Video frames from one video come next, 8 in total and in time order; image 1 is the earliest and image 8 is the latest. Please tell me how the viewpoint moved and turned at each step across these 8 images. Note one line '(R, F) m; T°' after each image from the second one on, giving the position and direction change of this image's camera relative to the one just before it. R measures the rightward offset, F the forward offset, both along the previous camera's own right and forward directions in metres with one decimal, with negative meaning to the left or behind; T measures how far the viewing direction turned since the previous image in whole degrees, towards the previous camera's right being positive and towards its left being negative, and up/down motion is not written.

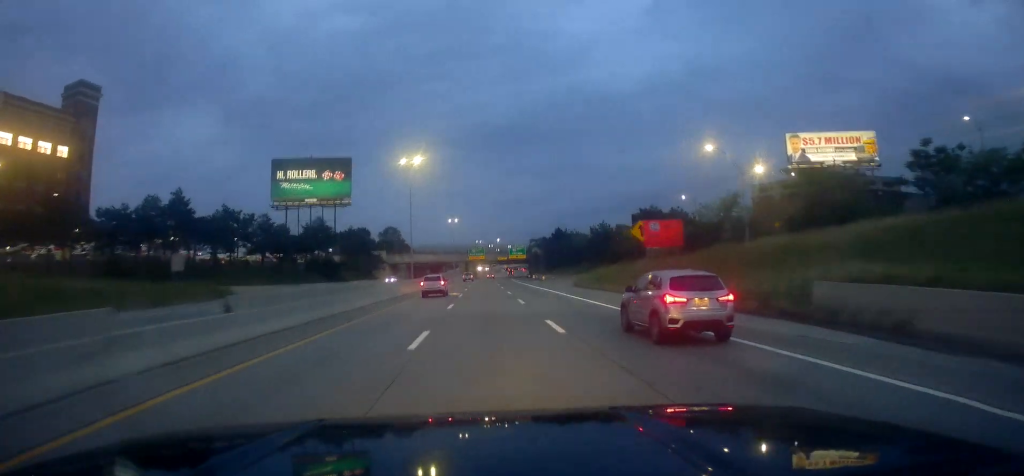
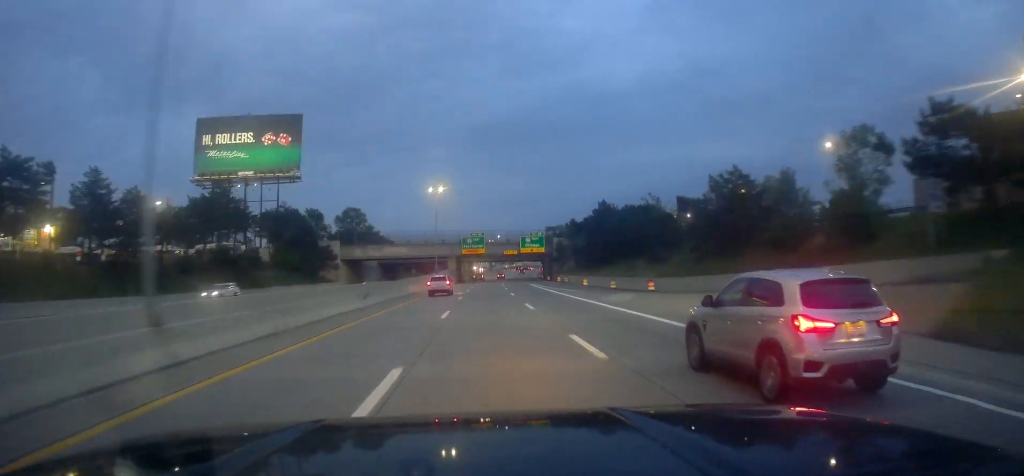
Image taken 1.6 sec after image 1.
(-0.4, +49.8) m; 0°
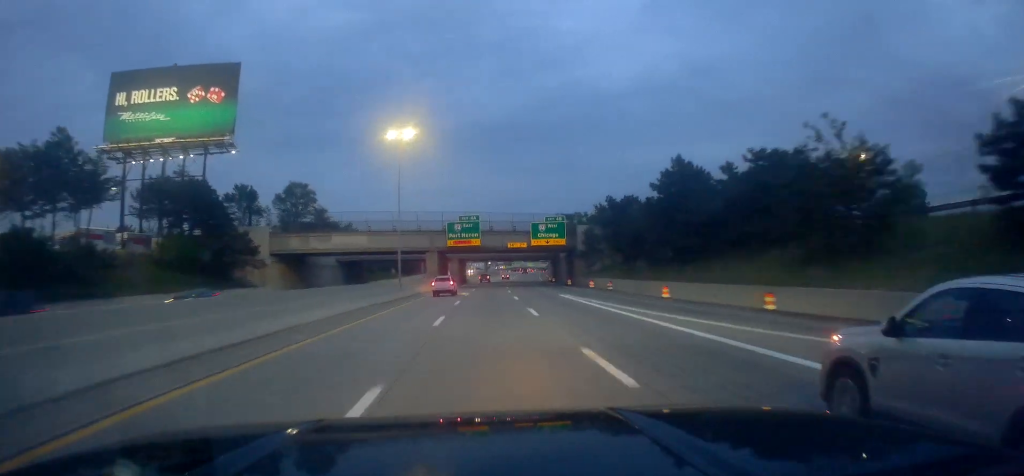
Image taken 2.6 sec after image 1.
(+0.5, +33.6) m; 0°
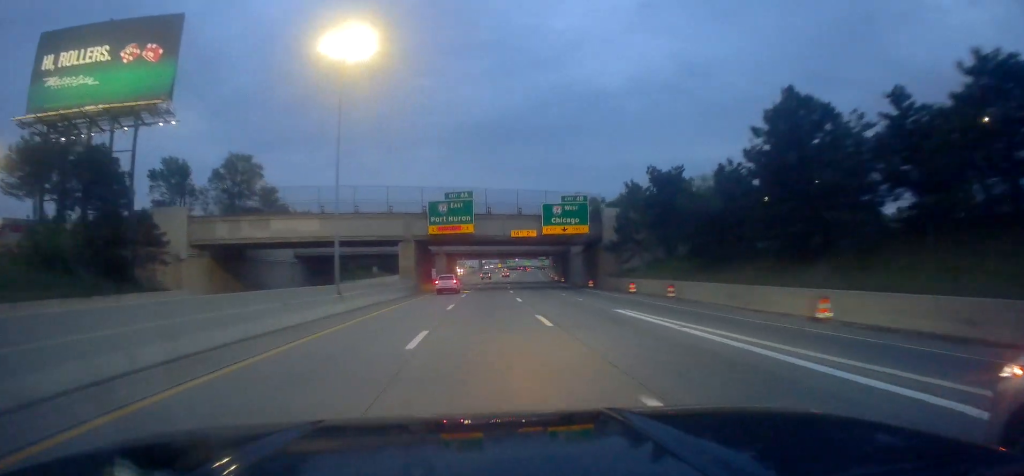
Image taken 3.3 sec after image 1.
(-0.1, +20.0) m; 0°
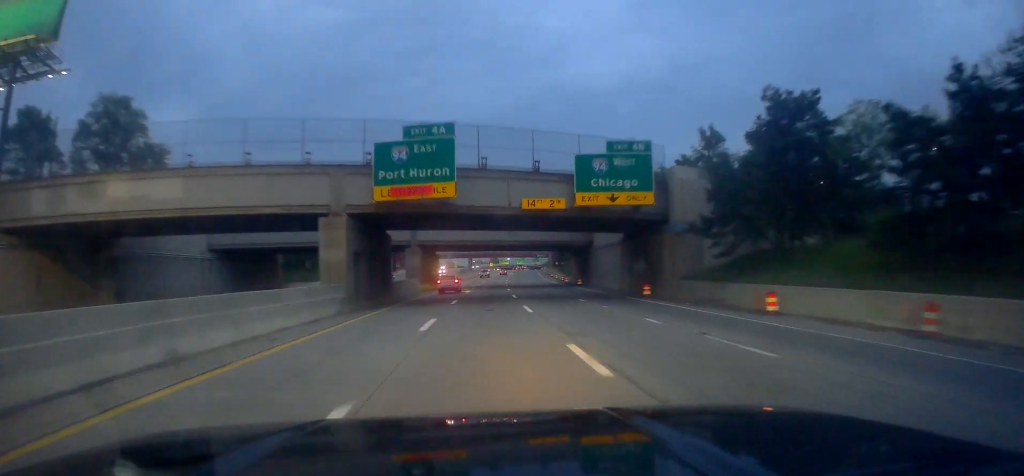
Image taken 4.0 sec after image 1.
(0.0, +24.1) m; 0°
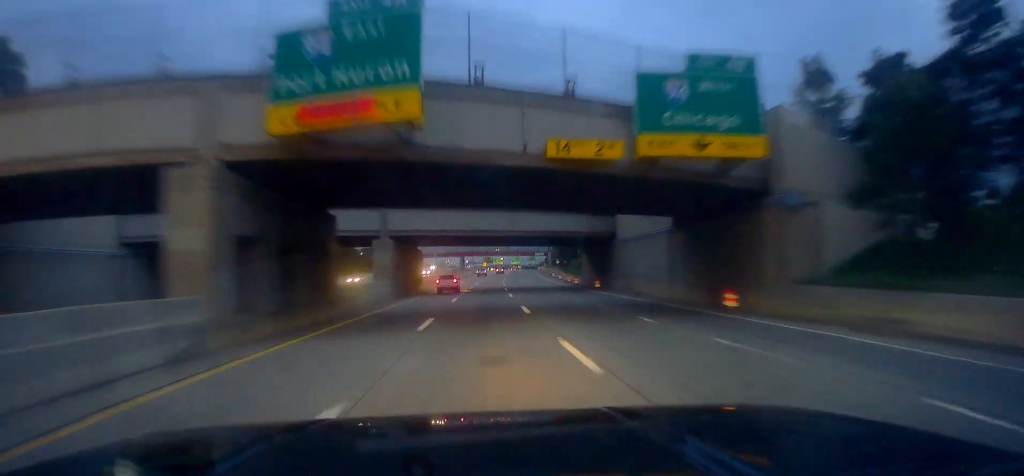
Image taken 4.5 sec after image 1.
(+0.1, +14.7) m; 0°
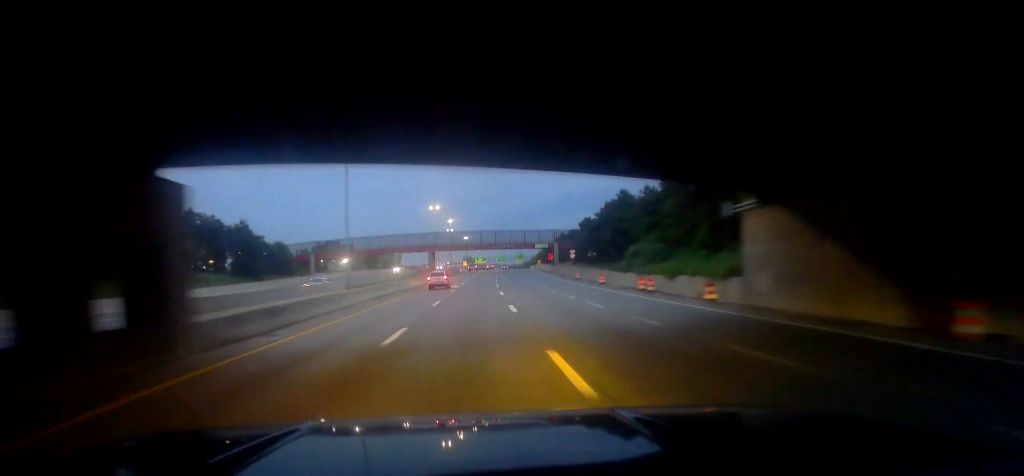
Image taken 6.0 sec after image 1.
(+0.4, +47.7) m; +2°
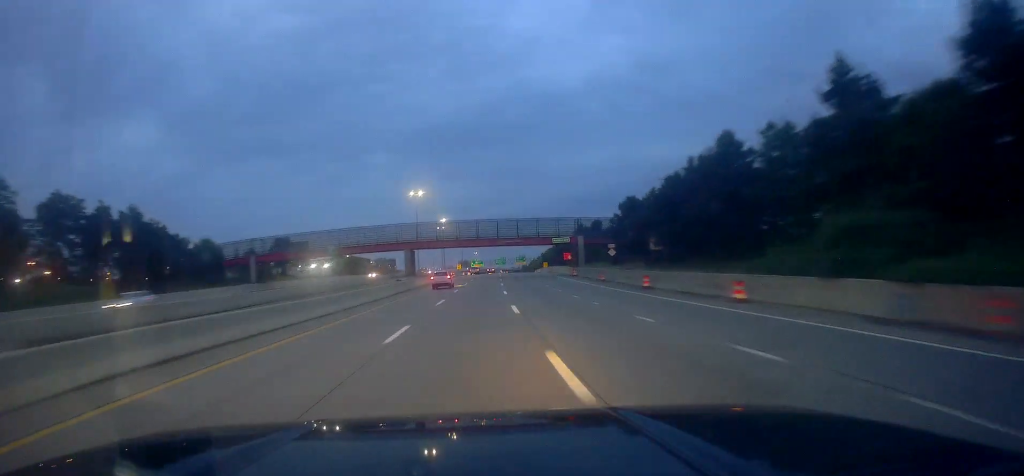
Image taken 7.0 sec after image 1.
(+0.6, +31.9) m; +2°
